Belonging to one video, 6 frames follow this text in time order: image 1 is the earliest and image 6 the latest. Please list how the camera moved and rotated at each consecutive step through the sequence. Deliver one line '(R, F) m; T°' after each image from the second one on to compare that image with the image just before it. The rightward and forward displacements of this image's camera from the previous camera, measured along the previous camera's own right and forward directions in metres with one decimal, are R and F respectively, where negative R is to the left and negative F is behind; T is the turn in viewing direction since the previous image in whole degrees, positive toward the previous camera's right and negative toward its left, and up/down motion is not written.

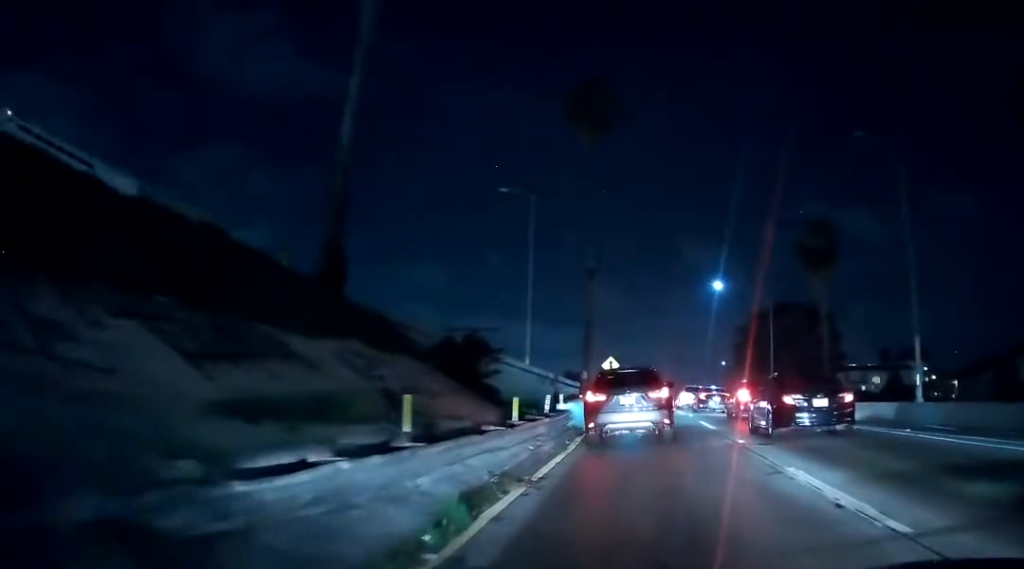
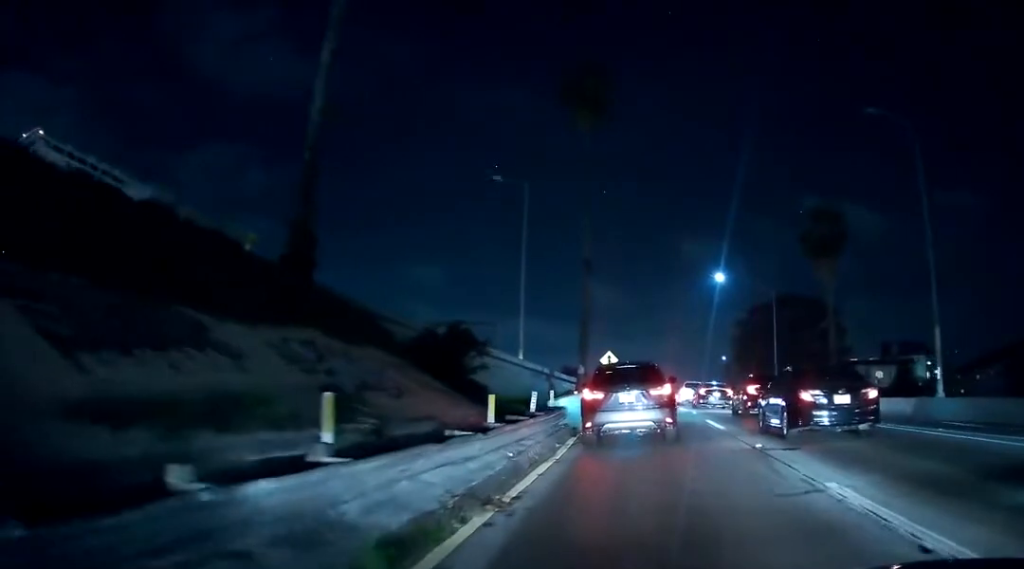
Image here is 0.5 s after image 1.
(0.0, +2.1) m; +1°
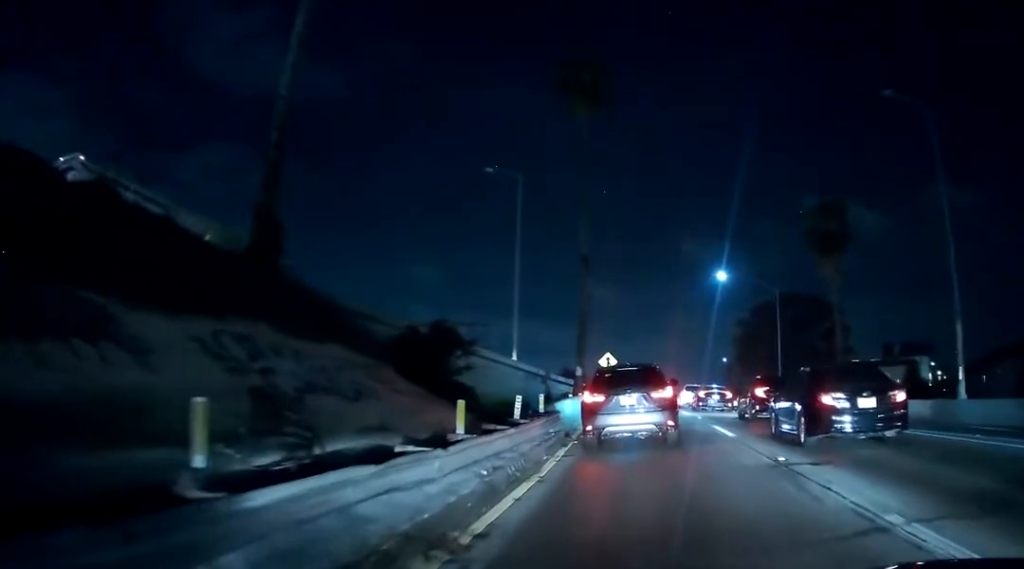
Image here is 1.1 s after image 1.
(0.0, +2.1) m; +1°
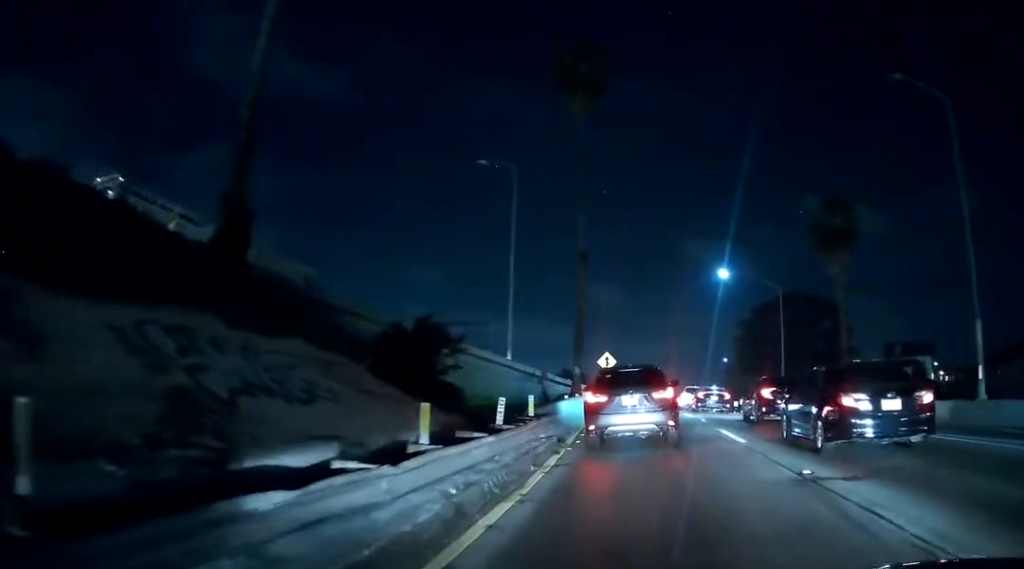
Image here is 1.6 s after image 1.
(0.0, +1.8) m; 0°
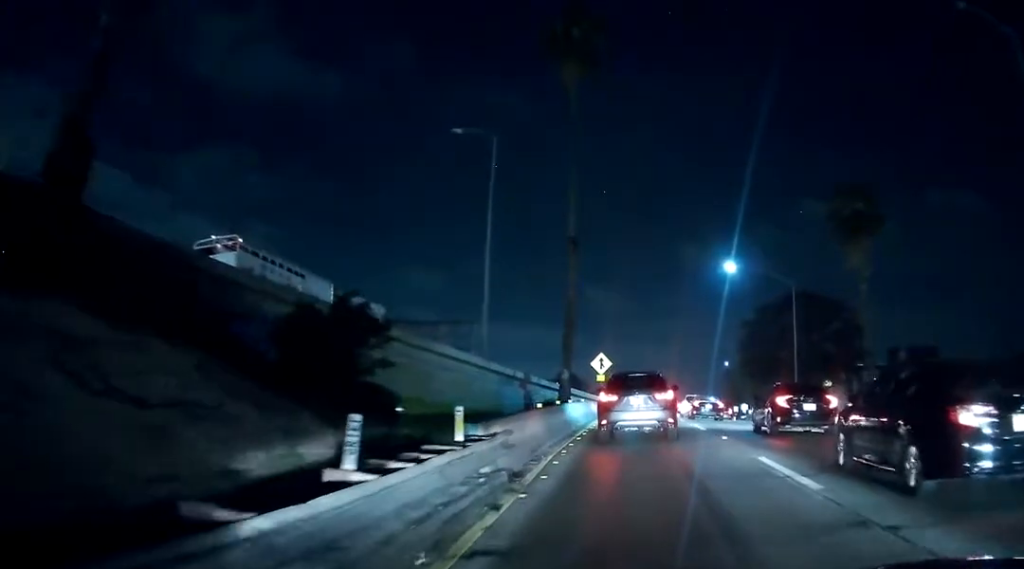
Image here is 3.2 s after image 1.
(-0.1, +7.0) m; -3°
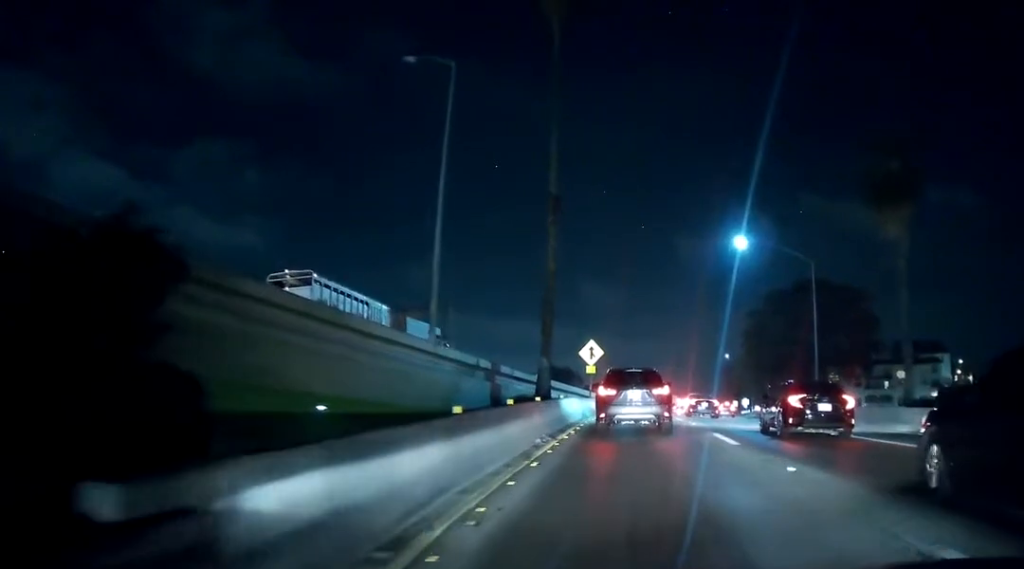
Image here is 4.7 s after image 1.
(0.0, +8.2) m; +1°
